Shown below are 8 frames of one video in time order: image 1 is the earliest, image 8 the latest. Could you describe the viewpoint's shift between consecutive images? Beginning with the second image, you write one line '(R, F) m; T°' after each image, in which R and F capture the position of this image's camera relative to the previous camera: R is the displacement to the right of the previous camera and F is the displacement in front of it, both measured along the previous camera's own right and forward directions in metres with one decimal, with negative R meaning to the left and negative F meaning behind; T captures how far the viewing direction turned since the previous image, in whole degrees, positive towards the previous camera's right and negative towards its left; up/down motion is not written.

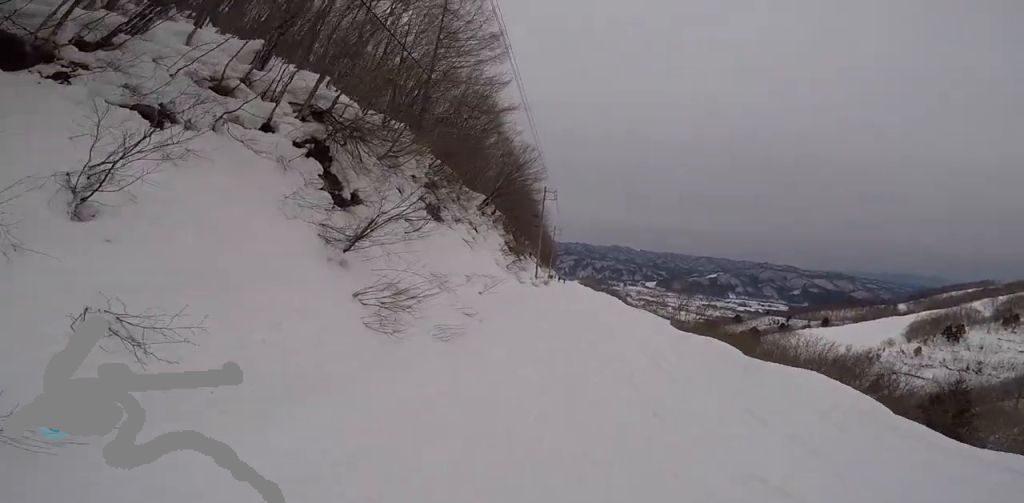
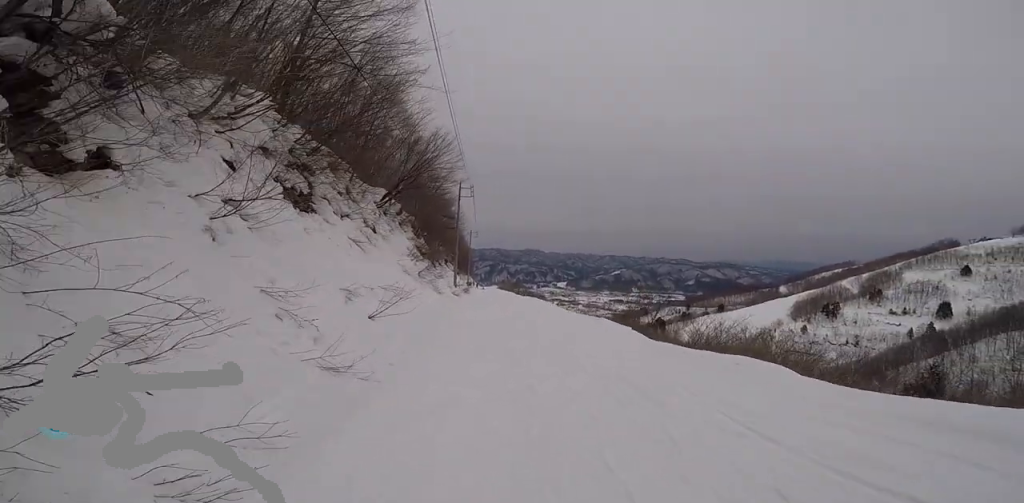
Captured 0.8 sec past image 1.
(0.0, +5.1) m; +8°
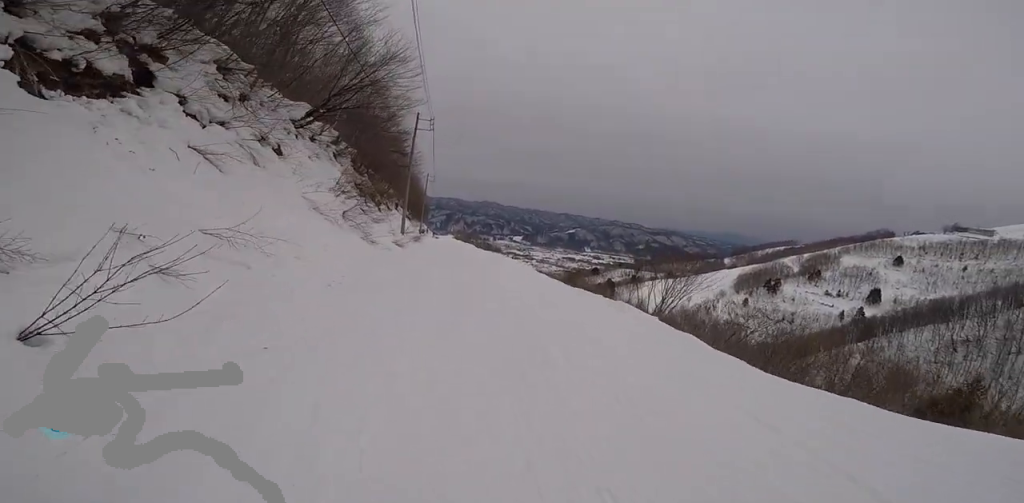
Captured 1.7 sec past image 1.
(+0.7, +5.8) m; +3°
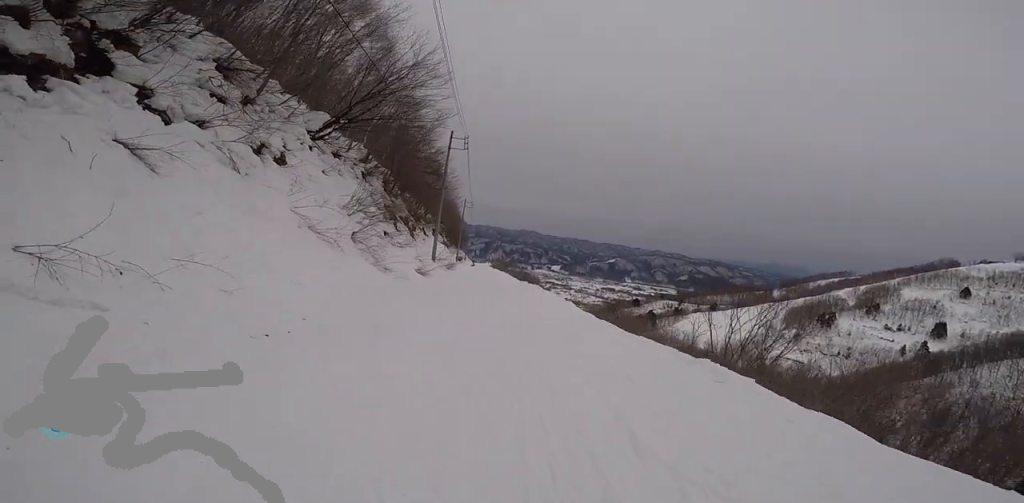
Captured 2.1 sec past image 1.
(+0.3, +2.7) m; 0°
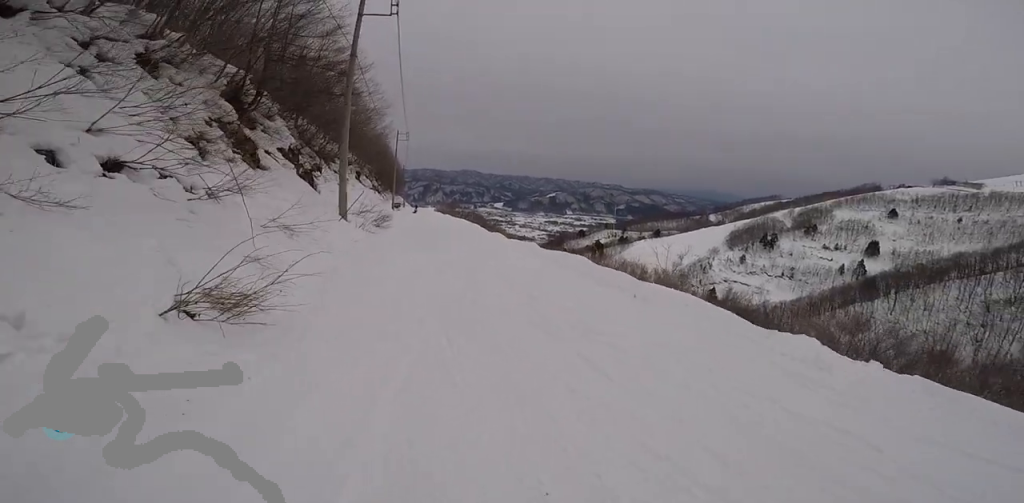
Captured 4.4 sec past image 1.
(-0.4, +14.4) m; +1°
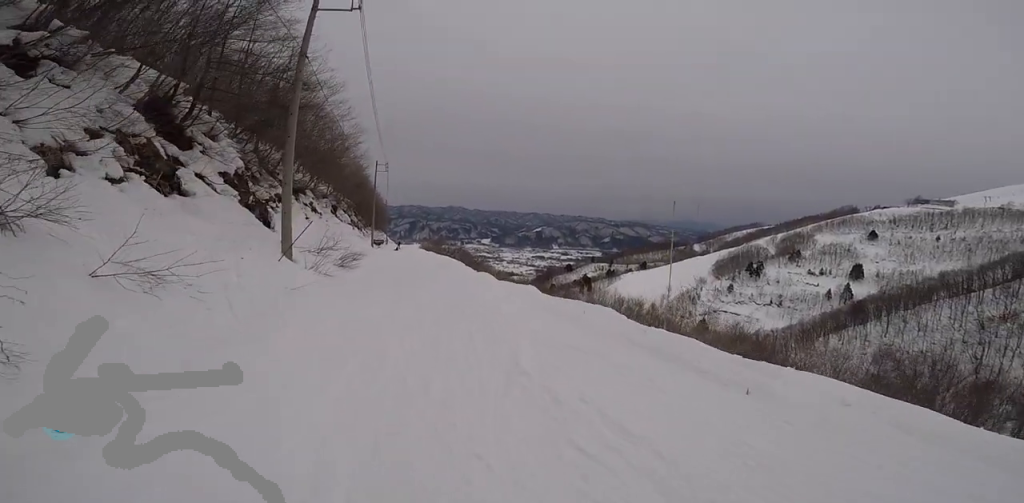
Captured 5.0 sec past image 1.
(-0.6, +3.5) m; +2°
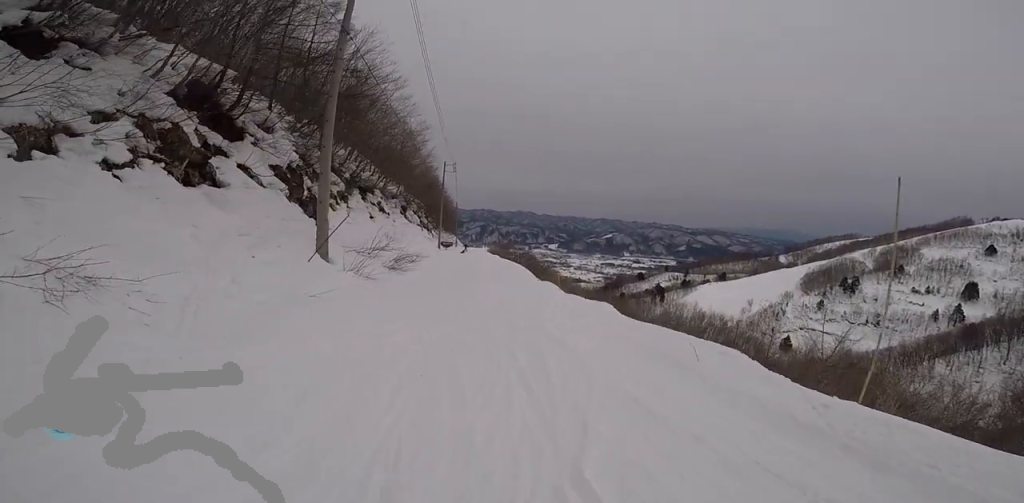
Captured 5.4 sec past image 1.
(+0.6, +2.4) m; -1°
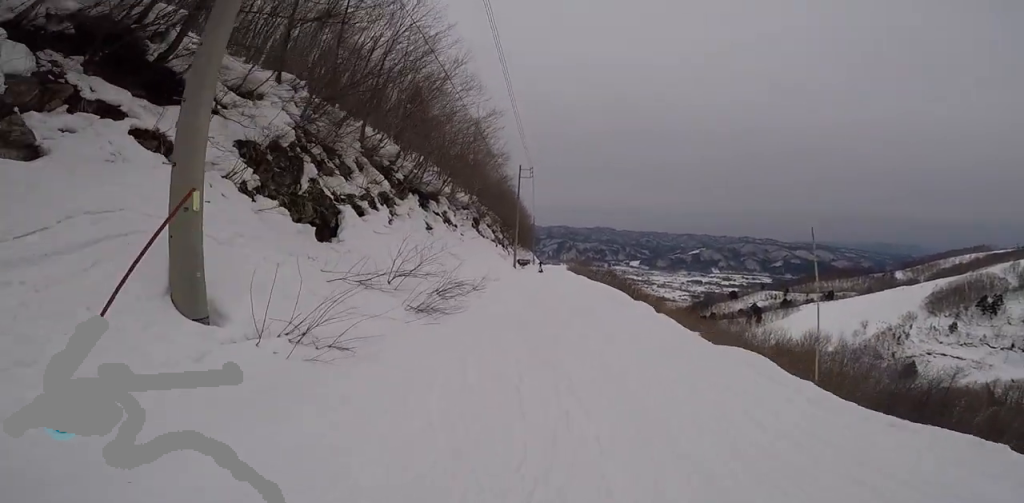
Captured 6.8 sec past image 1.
(-0.5, +7.9) m; -12°
